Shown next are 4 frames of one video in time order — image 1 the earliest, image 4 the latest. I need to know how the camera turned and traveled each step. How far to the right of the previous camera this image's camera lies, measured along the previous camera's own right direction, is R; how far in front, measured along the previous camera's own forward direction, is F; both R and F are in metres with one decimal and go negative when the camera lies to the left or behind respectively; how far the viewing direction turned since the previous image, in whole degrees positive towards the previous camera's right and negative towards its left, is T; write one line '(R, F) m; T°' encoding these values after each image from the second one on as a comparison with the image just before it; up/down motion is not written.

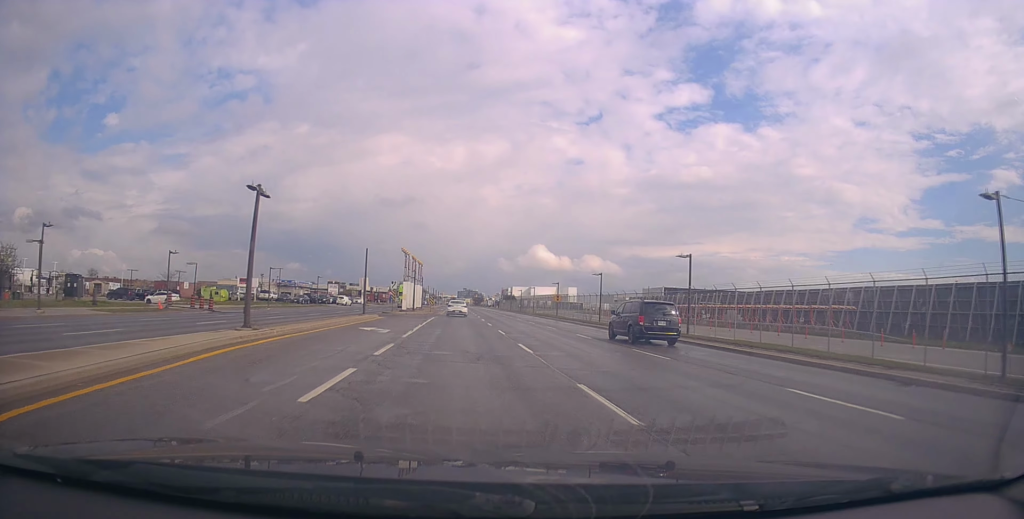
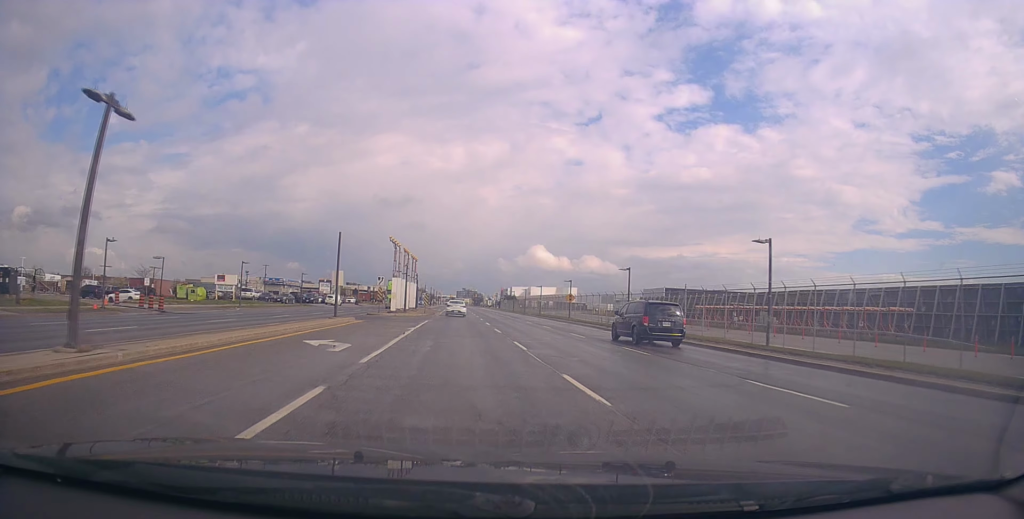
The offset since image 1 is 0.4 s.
(+0.1, +7.6) m; +1°
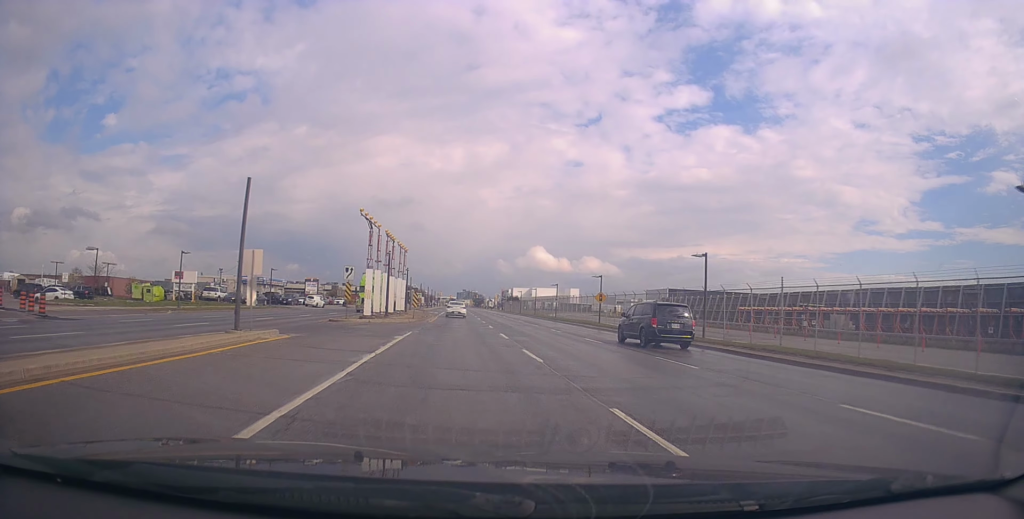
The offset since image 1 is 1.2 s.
(+0.1, +12.4) m; -2°
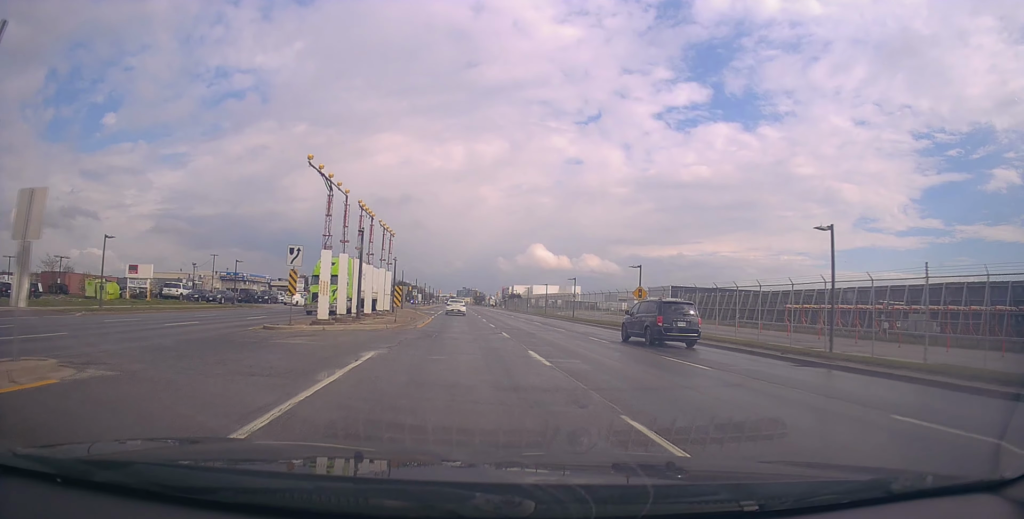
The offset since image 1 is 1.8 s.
(-0.1, +10.2) m; -1°
